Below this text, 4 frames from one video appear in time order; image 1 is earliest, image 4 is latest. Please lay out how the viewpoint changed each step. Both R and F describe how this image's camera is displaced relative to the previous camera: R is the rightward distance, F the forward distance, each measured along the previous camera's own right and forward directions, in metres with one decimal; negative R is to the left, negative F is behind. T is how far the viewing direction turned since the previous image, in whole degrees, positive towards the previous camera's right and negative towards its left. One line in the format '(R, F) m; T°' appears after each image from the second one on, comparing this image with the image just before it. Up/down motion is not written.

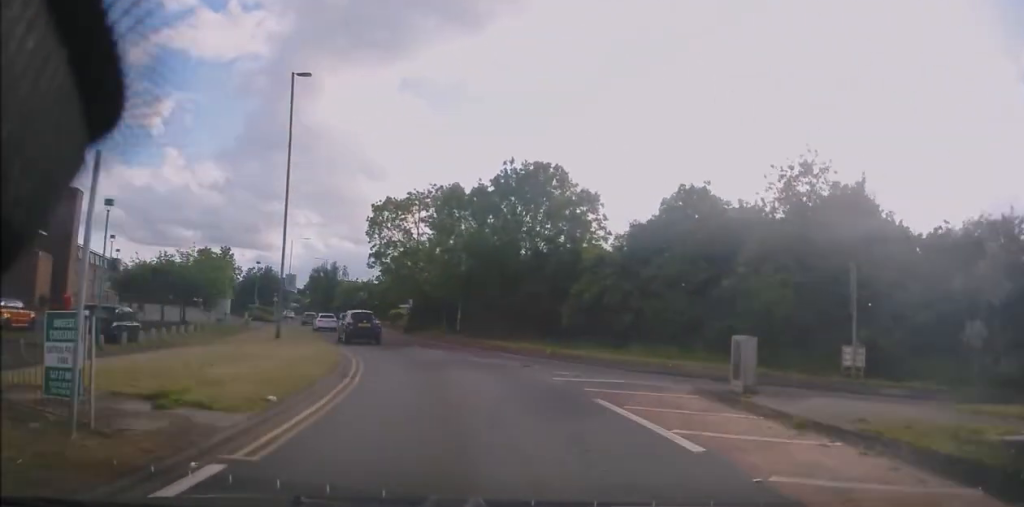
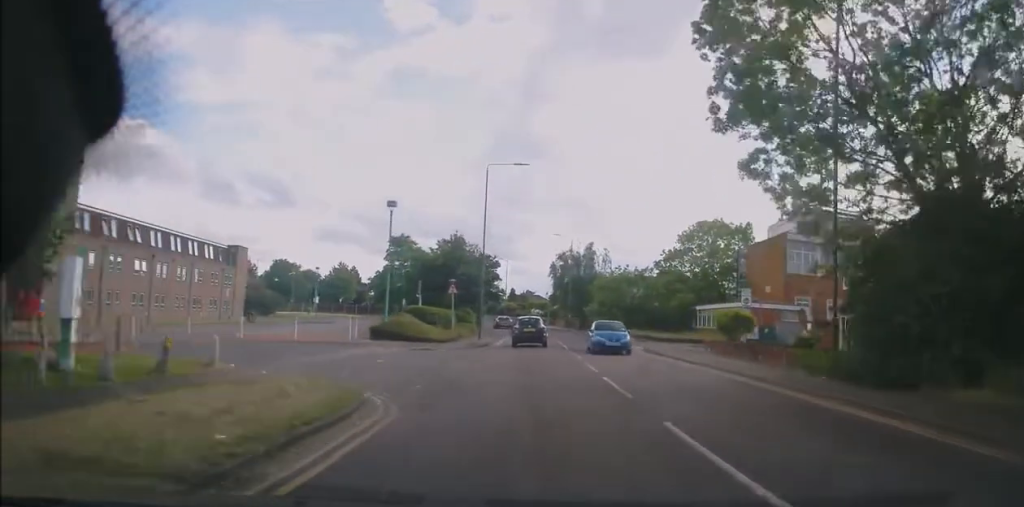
(-13.3, +38.2) m; -28°
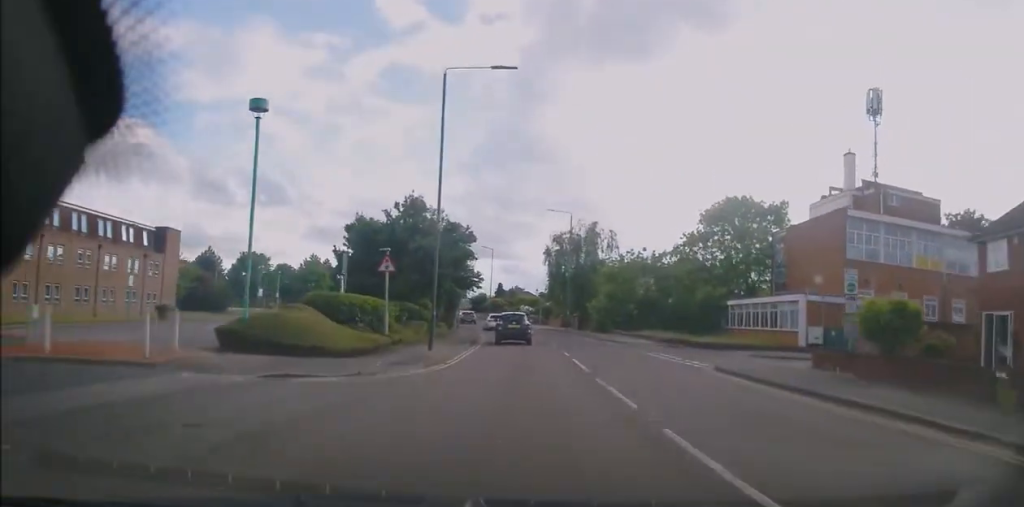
(-0.2, +14.0) m; 0°
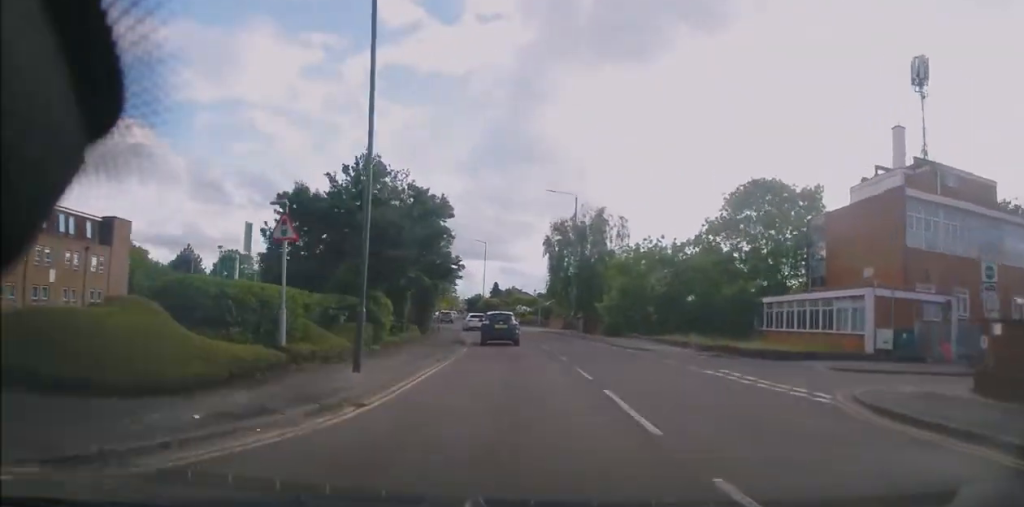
(+0.2, +8.6) m; 0°
